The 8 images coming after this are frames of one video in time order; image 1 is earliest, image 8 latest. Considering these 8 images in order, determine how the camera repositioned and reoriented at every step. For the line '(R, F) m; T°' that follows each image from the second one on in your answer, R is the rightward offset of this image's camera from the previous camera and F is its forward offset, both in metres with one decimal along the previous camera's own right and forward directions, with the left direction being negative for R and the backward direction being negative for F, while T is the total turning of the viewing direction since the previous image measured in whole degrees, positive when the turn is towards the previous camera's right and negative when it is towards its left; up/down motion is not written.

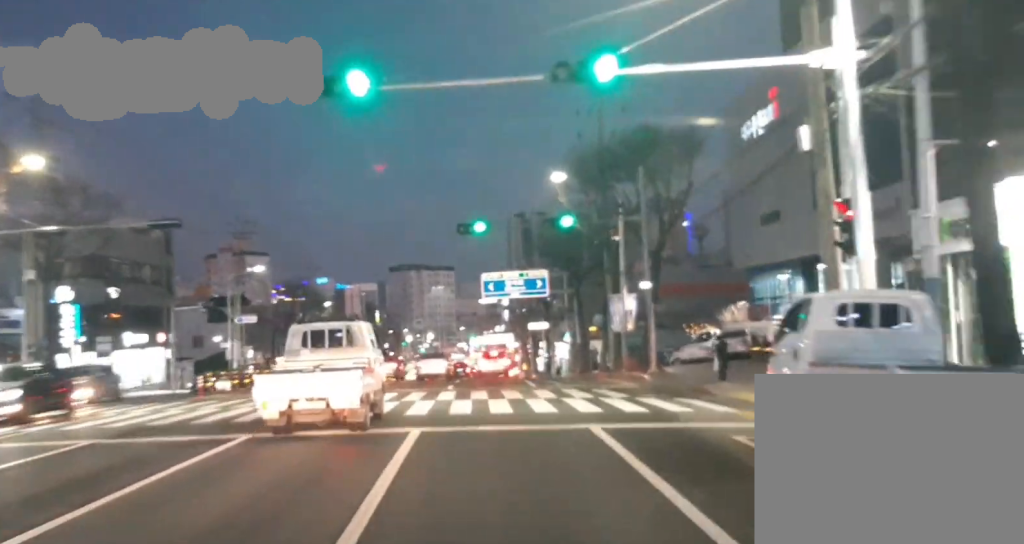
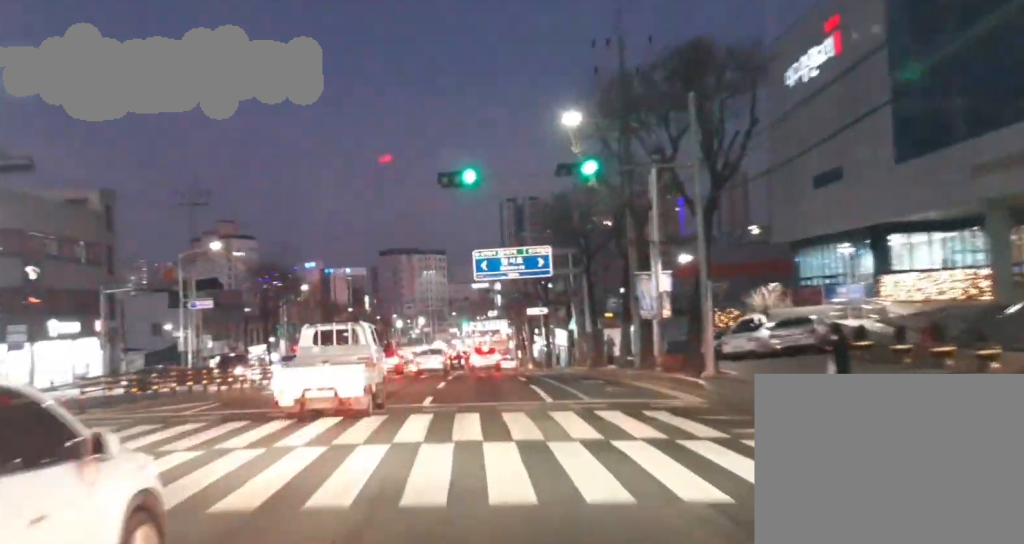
(-0.1, +11.3) m; 0°
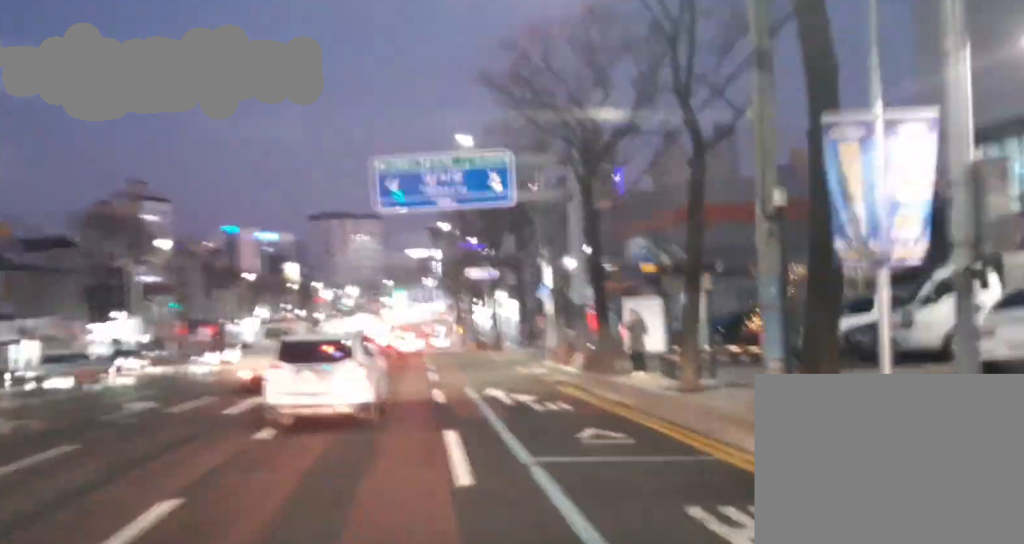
(0.0, +27.2) m; 0°
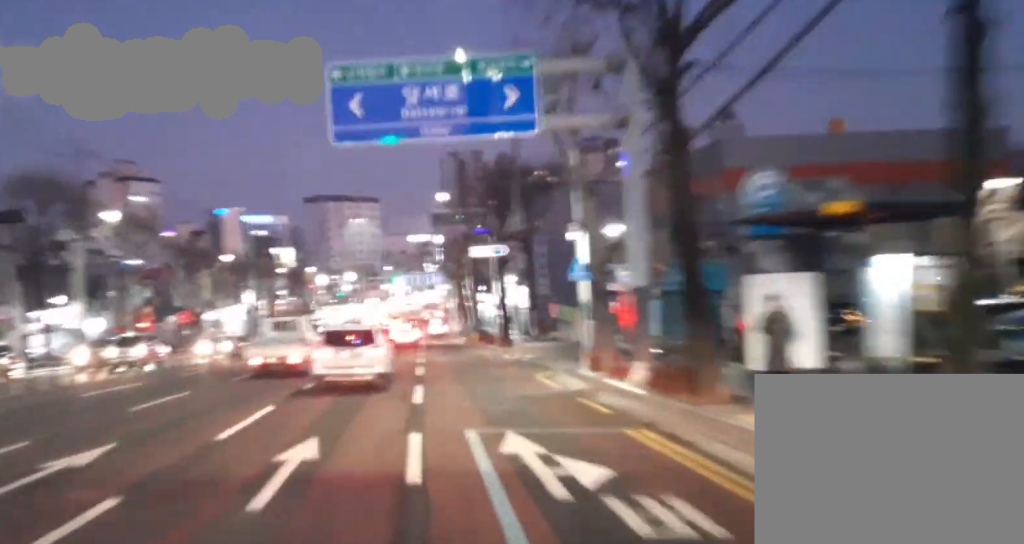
(0.0, +11.2) m; 0°
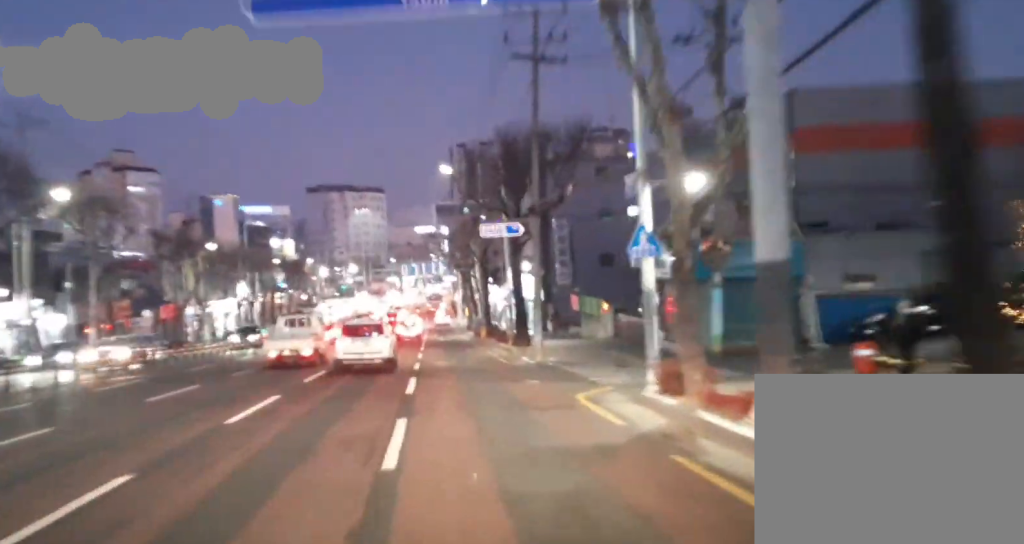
(0.0, +8.8) m; 0°
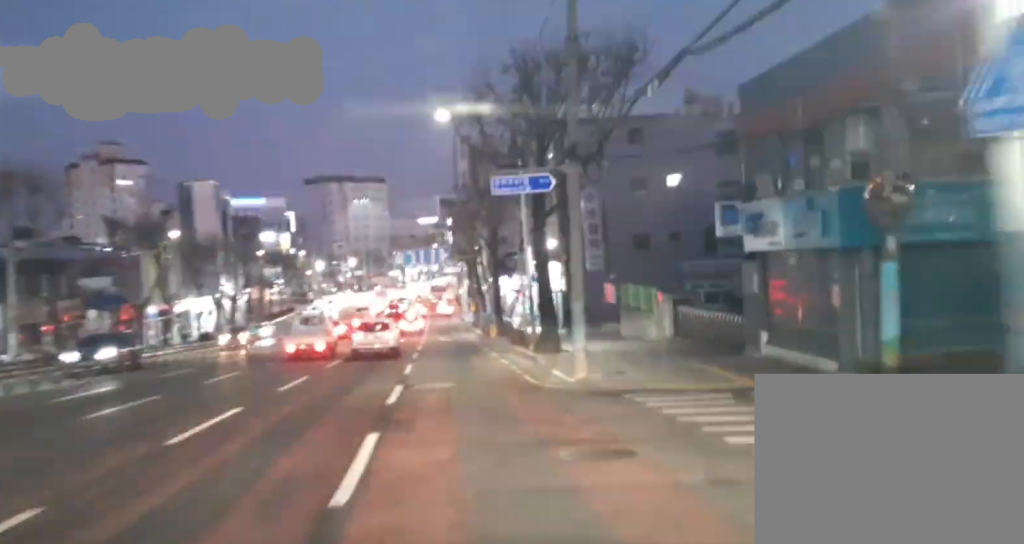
(0.0, +11.6) m; -1°
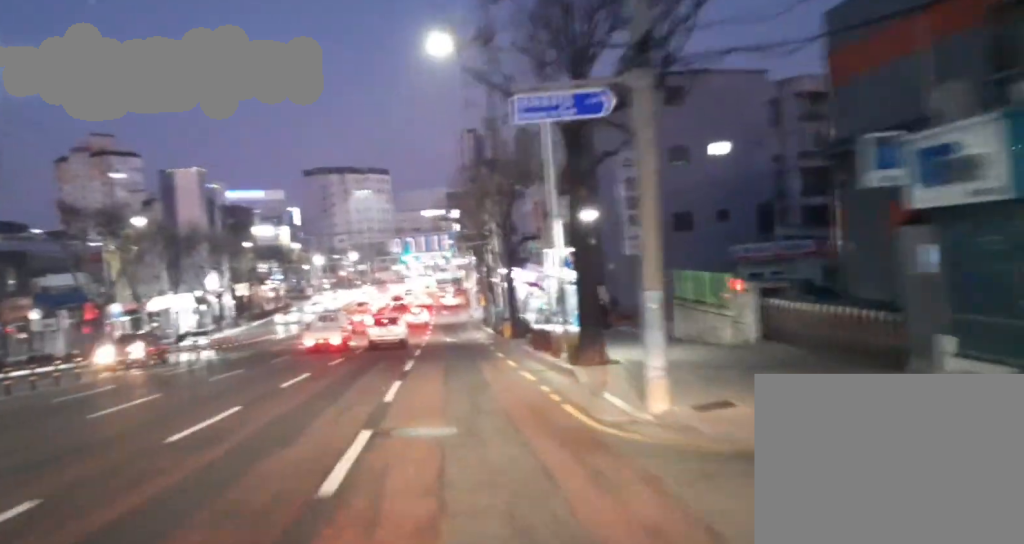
(-0.1, +9.2) m; -1°
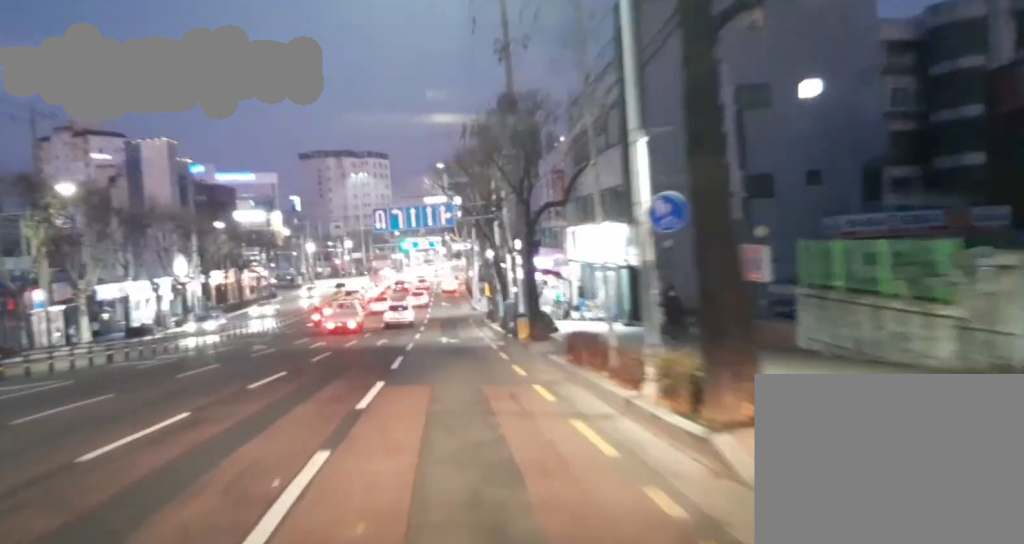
(-0.3, +13.9) m; 0°
